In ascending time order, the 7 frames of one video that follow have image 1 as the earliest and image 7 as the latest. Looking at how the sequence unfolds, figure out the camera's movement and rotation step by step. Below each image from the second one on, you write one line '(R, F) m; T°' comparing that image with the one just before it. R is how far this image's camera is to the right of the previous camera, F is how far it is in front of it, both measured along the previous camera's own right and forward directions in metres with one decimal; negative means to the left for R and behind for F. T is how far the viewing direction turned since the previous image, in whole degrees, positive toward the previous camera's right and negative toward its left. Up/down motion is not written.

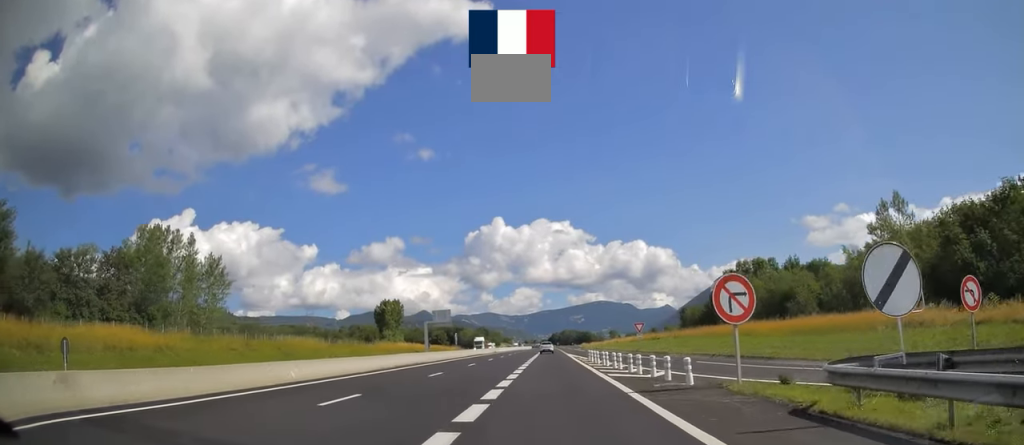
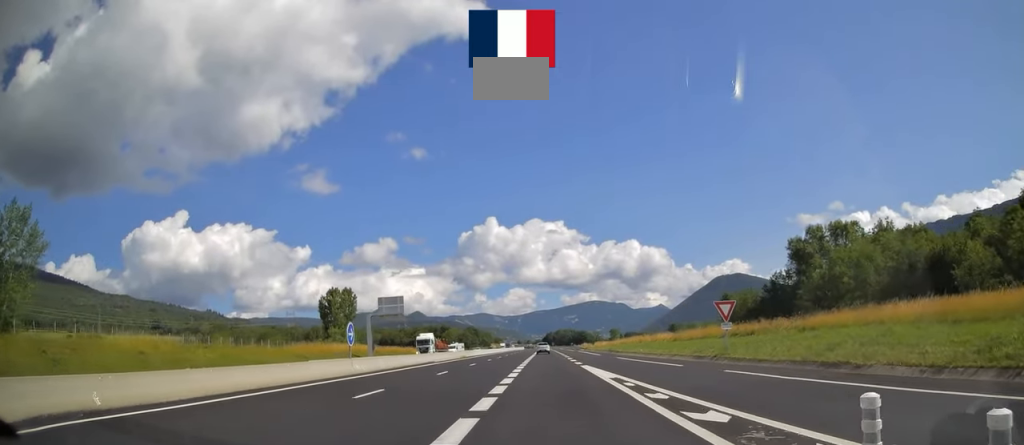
(0.0, +36.2) m; 0°
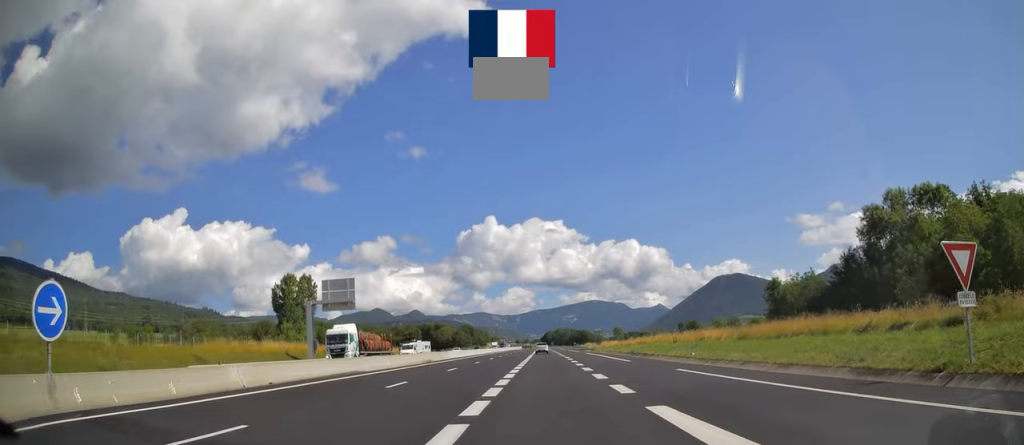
(0.0, +22.0) m; 0°
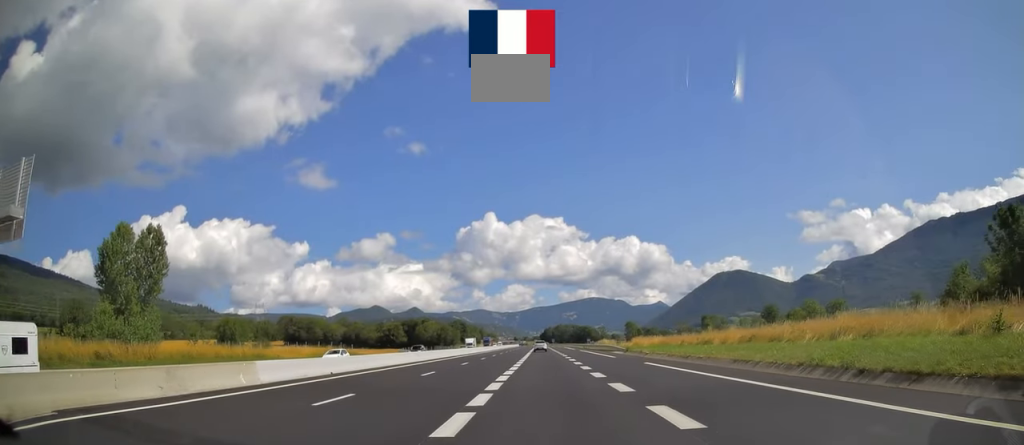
(+0.1, +45.2) m; 0°
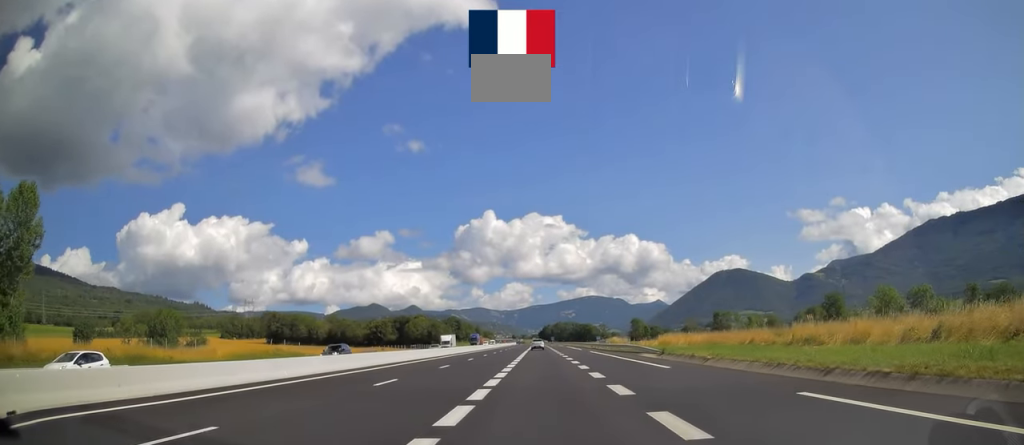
(0.0, +20.2) m; 0°
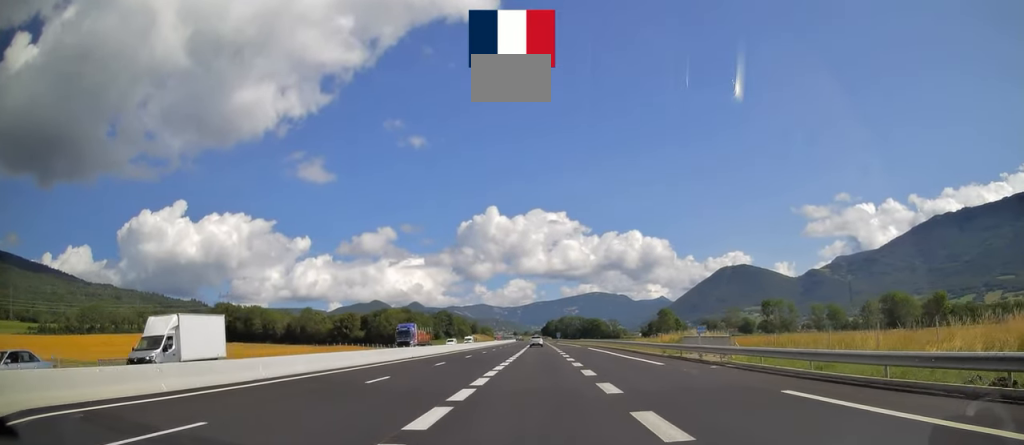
(-0.1, +51.8) m; 0°
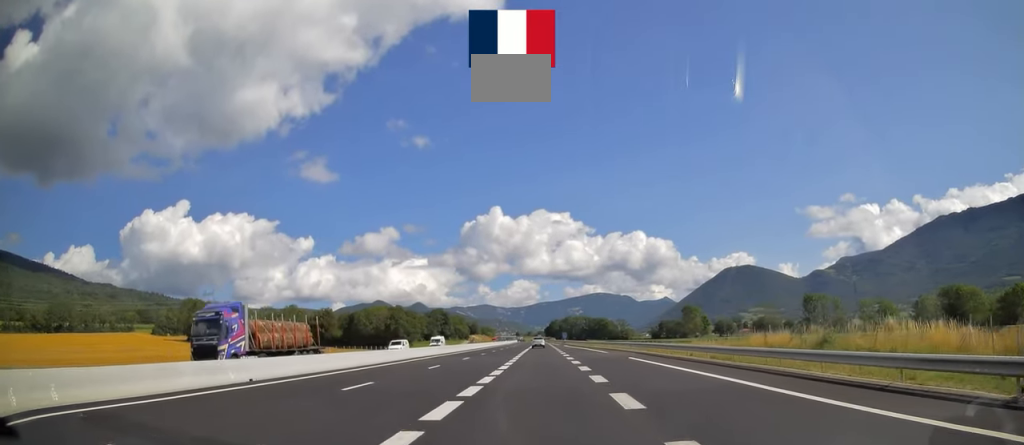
(0.0, +29.0) m; 0°
